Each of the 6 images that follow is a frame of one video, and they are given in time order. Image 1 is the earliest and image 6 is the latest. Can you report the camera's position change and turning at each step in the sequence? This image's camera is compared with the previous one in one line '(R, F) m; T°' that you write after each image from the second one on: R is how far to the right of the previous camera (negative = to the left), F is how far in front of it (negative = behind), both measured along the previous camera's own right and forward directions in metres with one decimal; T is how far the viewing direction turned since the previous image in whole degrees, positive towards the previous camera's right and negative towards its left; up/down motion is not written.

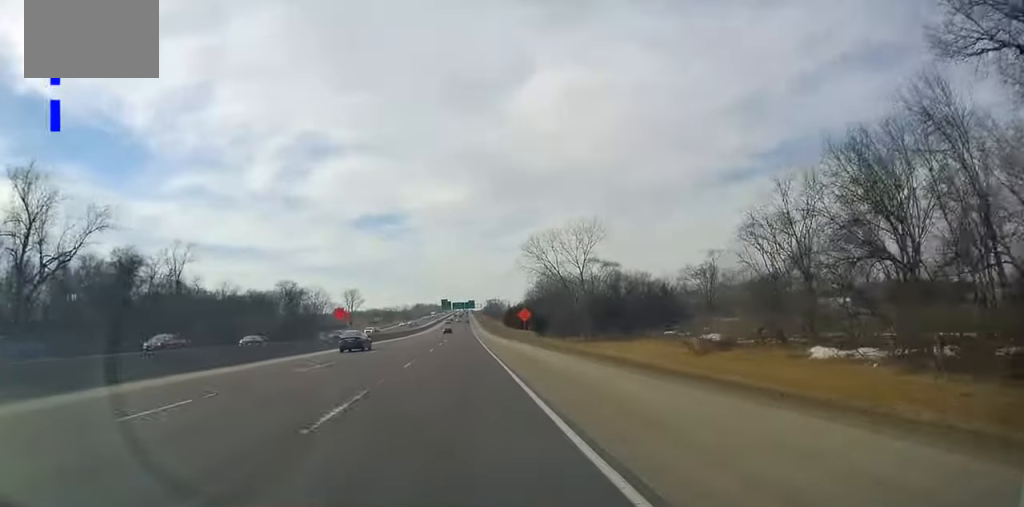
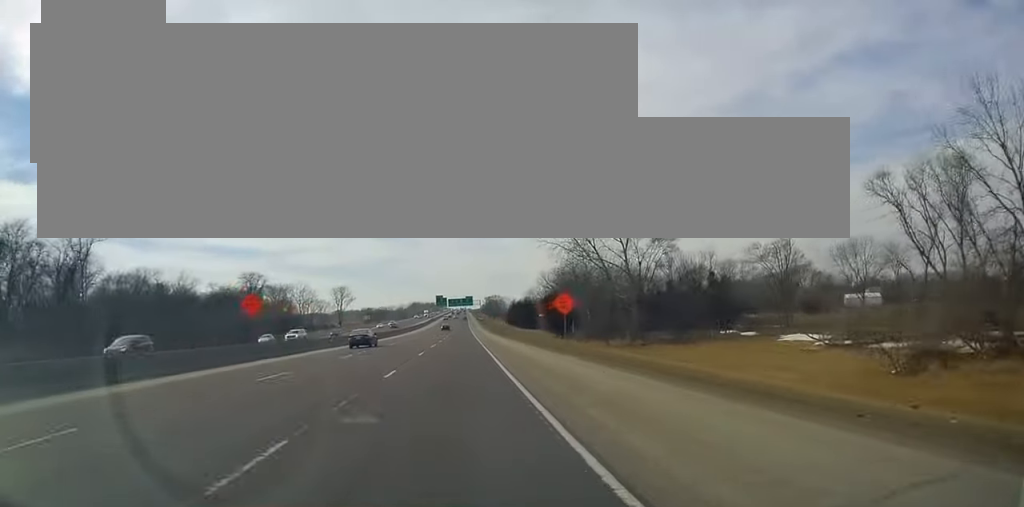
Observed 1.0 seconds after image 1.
(0.0, +28.8) m; 0°
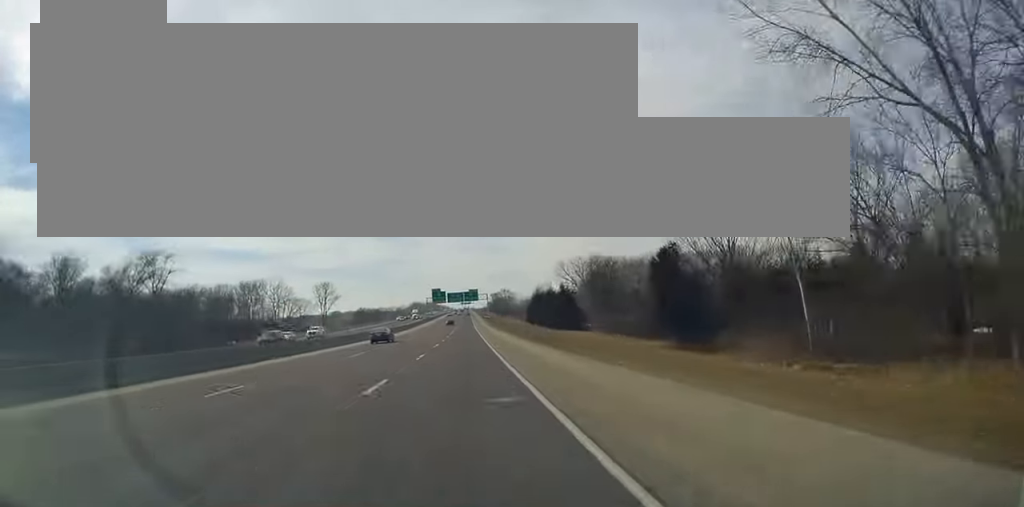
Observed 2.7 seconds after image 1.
(-0.1, +52.9) m; 0°
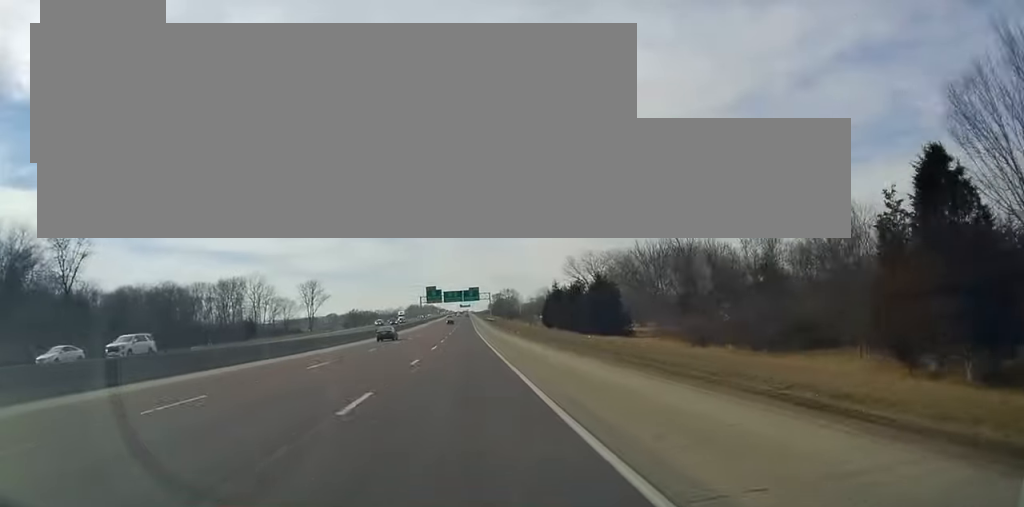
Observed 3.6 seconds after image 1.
(+0.3, +27.5) m; +2°
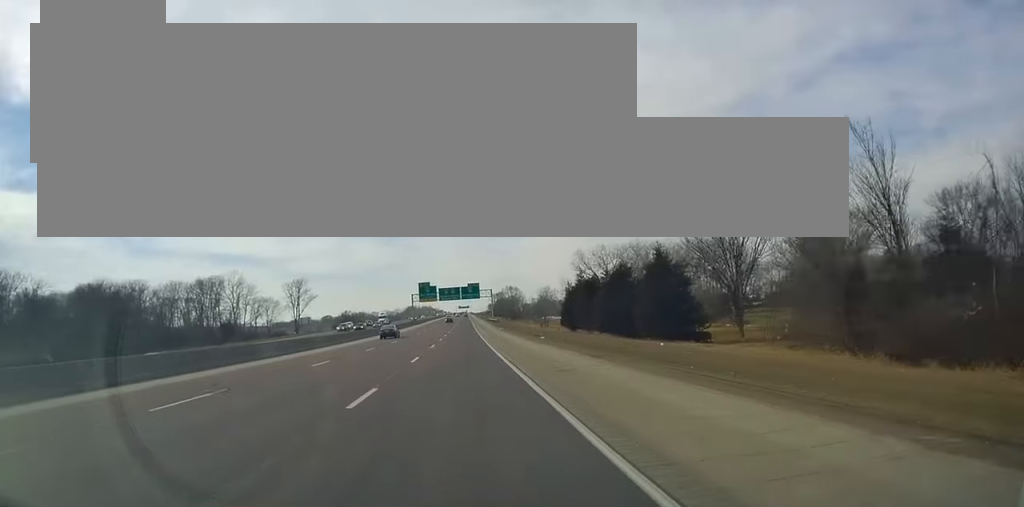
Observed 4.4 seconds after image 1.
(+0.6, +24.0) m; -1°
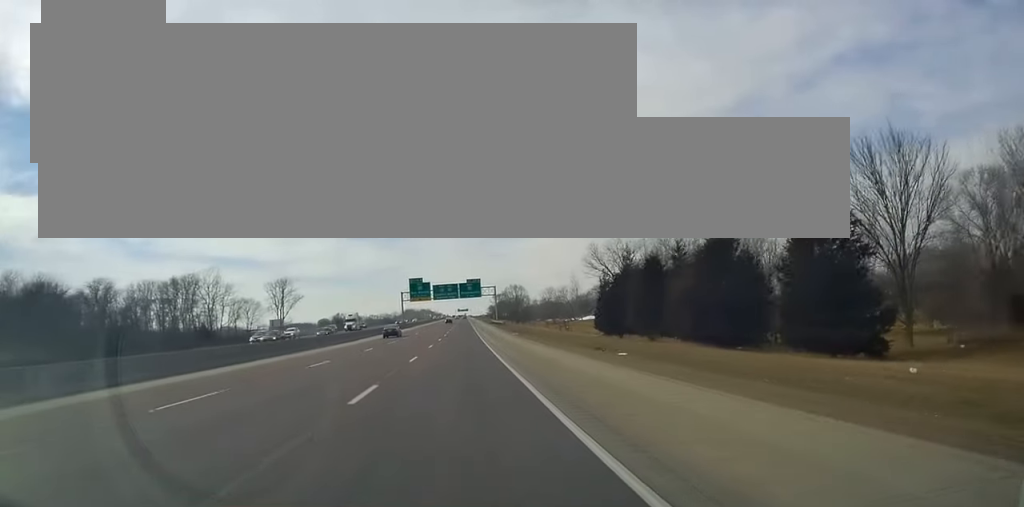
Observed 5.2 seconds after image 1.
(-0.7, +24.0) m; -2°
